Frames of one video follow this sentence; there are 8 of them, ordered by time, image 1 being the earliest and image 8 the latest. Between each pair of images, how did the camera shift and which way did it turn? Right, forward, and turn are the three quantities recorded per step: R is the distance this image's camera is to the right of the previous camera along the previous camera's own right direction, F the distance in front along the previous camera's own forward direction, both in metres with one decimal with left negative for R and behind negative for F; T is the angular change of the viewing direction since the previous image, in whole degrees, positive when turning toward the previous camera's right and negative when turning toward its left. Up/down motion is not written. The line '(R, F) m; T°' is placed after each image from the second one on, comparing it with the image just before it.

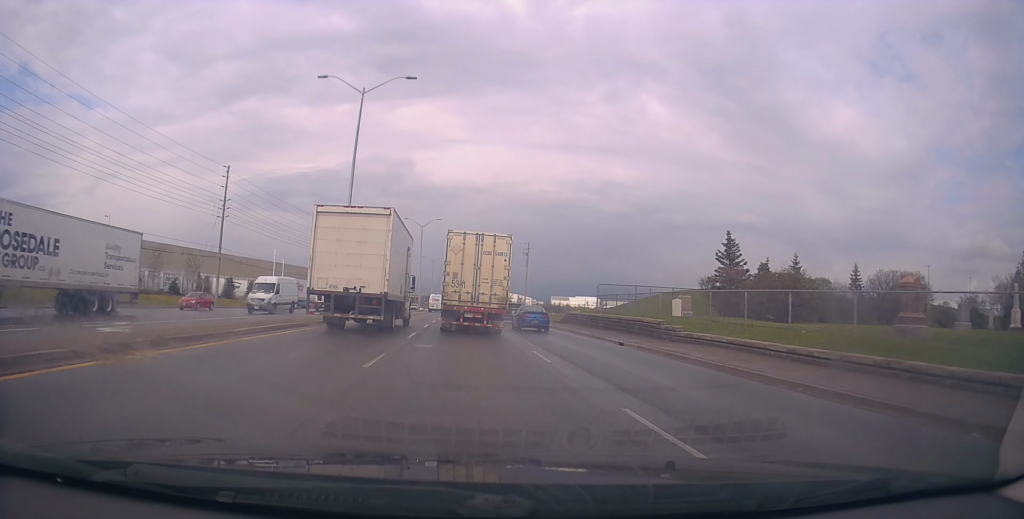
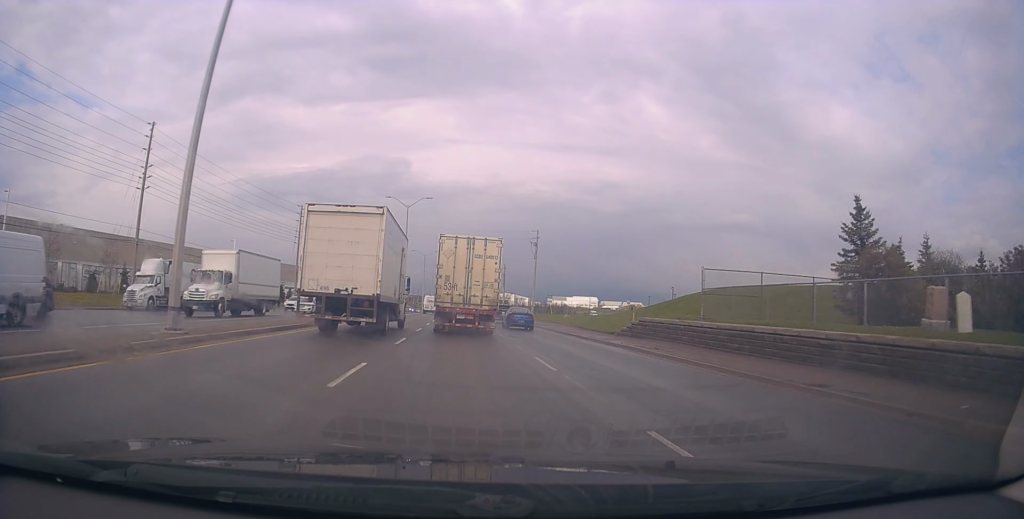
(0.0, +19.4) m; 0°
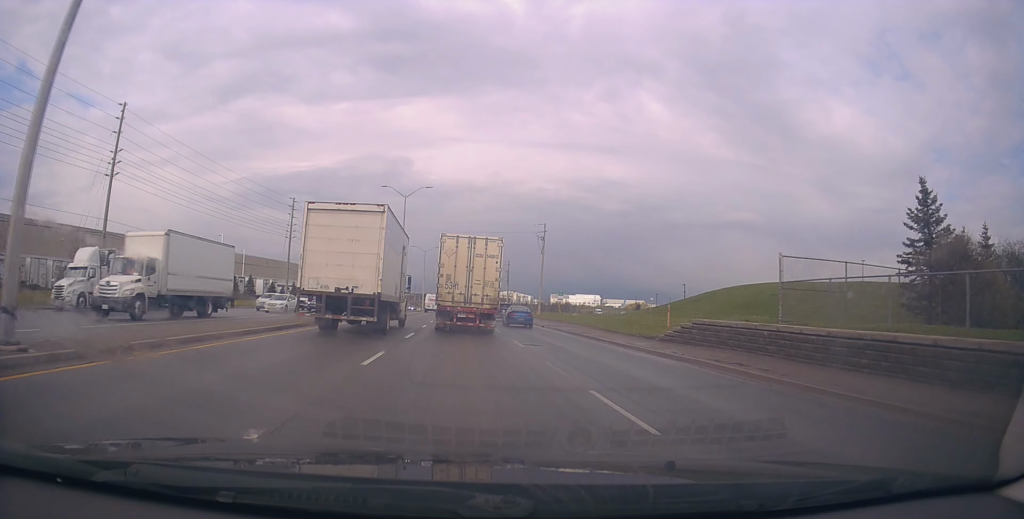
(0.0, +6.0) m; 0°
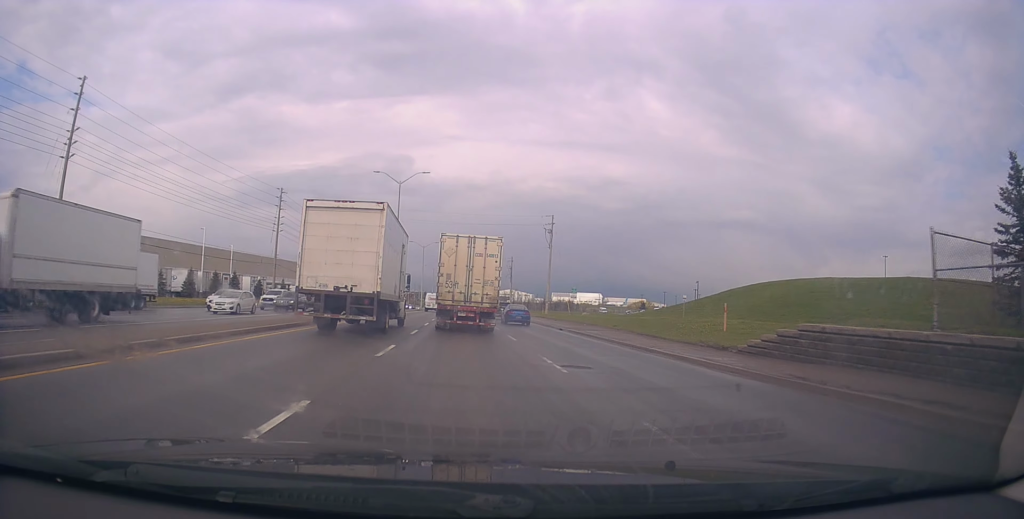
(-0.3, +7.0) m; +1°
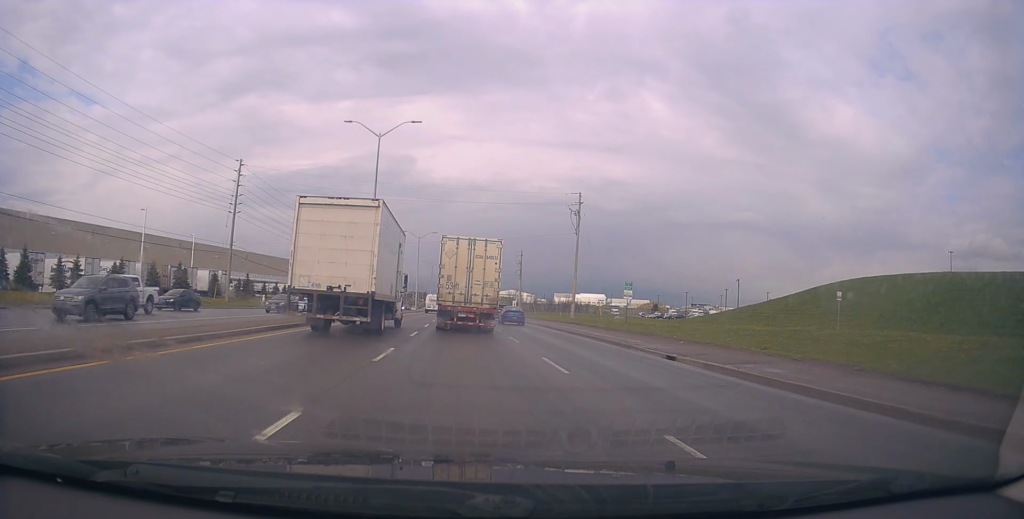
(+0.7, +17.7) m; 0°
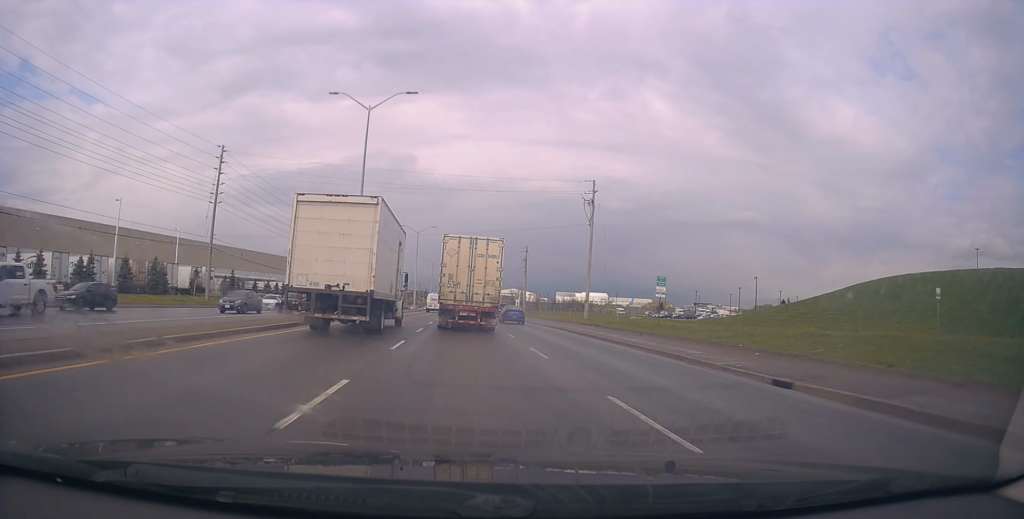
(-0.3, +6.5) m; -1°
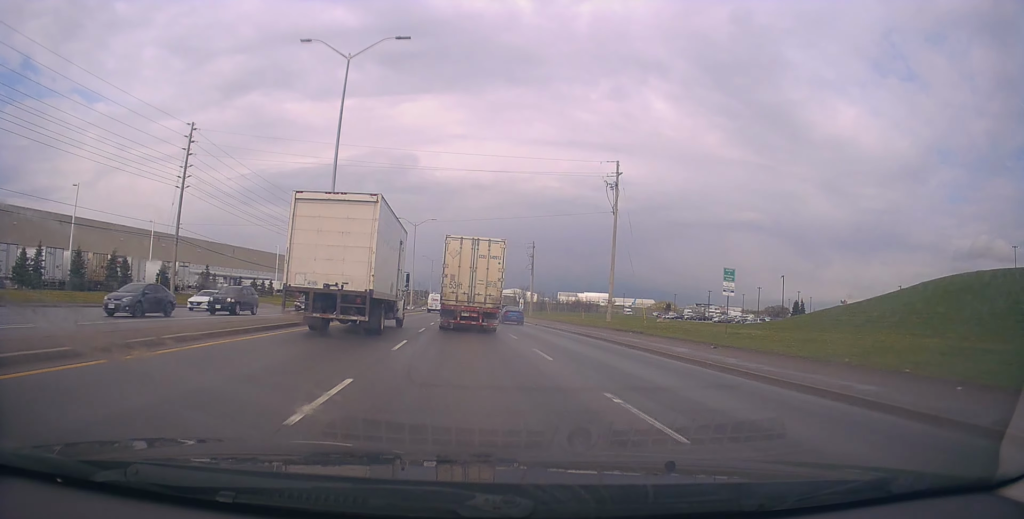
(-0.4, +8.4) m; -2°
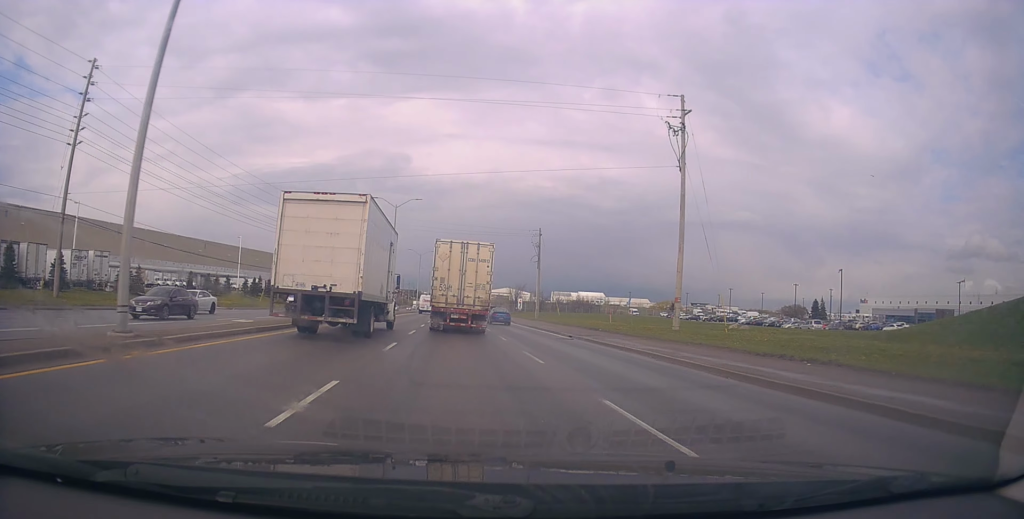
(+0.4, +17.6) m; +2°
